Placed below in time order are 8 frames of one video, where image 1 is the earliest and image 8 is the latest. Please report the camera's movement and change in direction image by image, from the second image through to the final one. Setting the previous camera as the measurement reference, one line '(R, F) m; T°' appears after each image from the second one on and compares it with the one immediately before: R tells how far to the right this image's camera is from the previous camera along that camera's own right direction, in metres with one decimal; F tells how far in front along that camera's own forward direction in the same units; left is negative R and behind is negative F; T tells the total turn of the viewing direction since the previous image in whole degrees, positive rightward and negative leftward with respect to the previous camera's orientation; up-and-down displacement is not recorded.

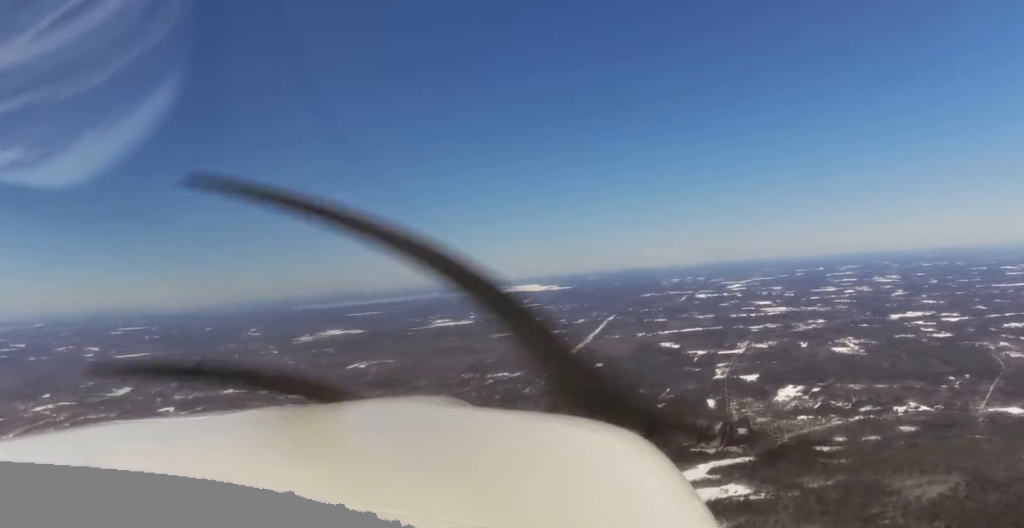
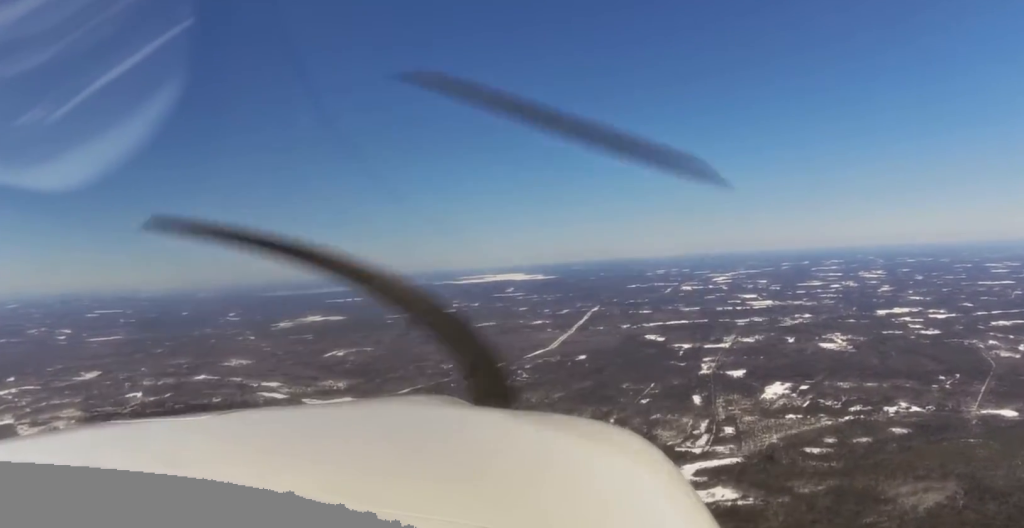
(+1.4, +141.5) m; +1°
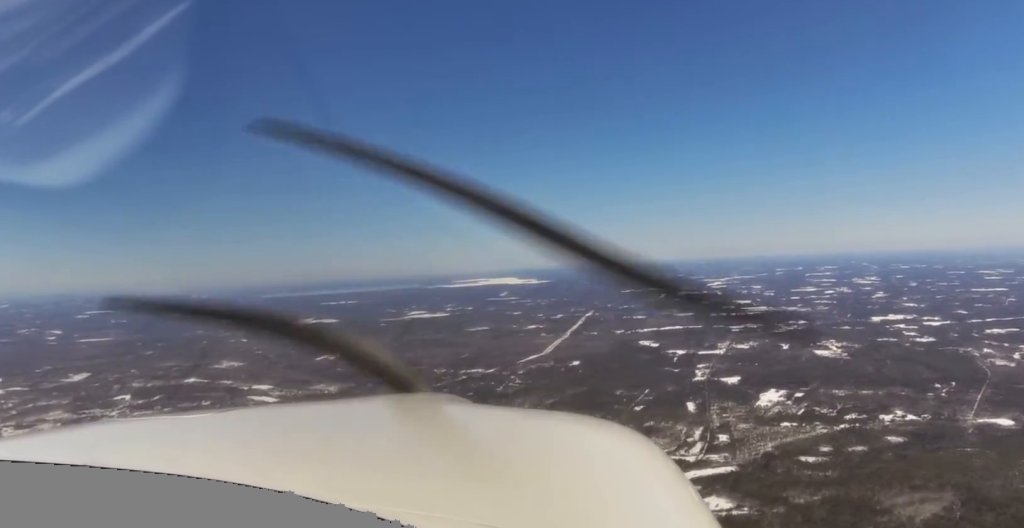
(0.0, +32.7) m; 0°
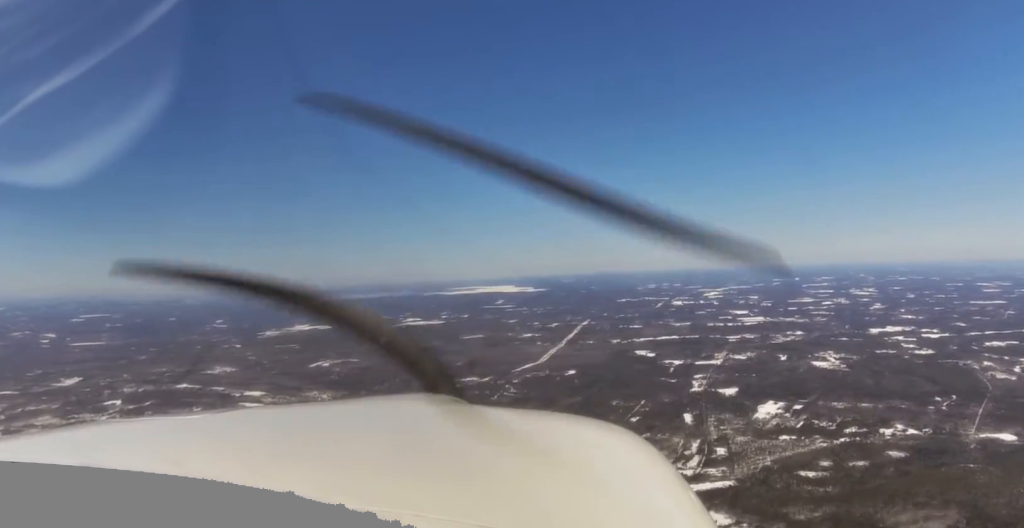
(-0.3, +54.6) m; 0°
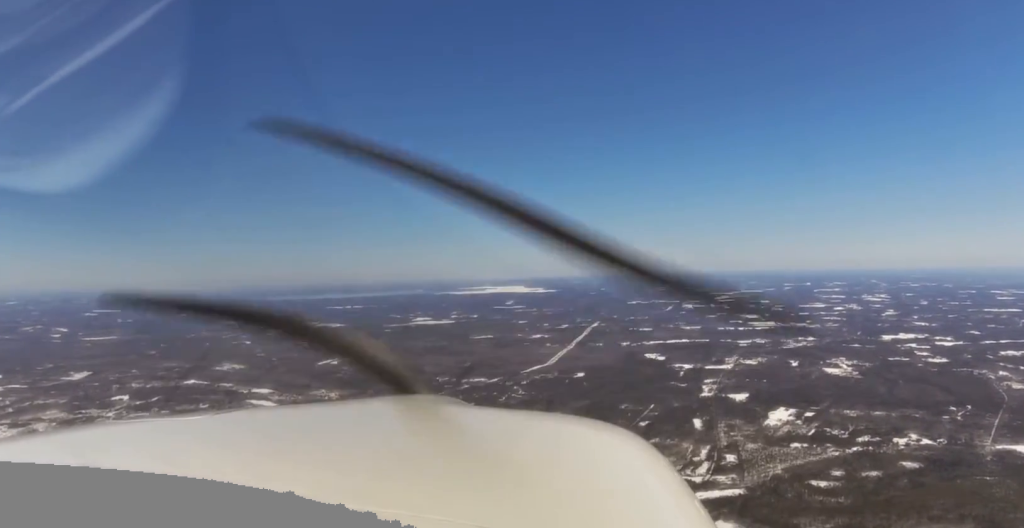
(-0.1, +50.3) m; 0°
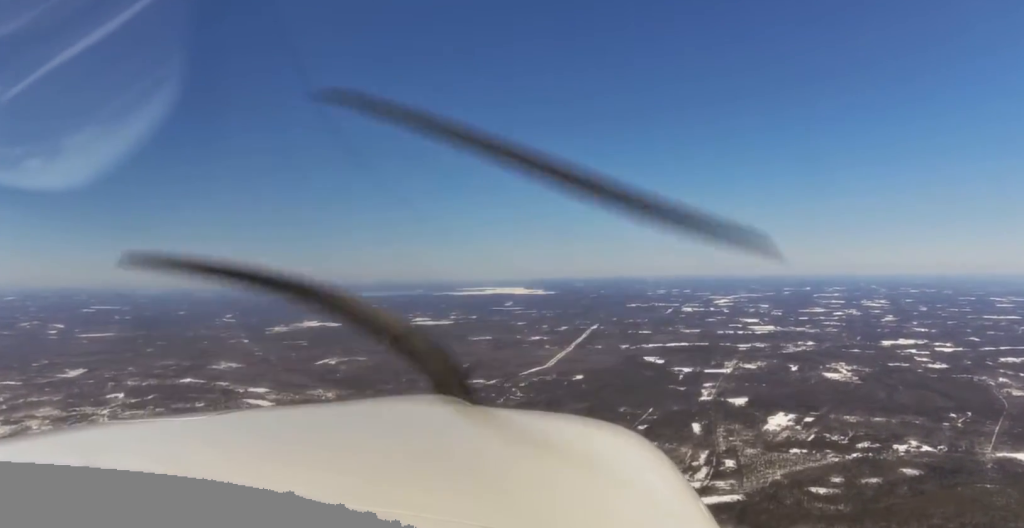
(+0.2, +26.2) m; 0°
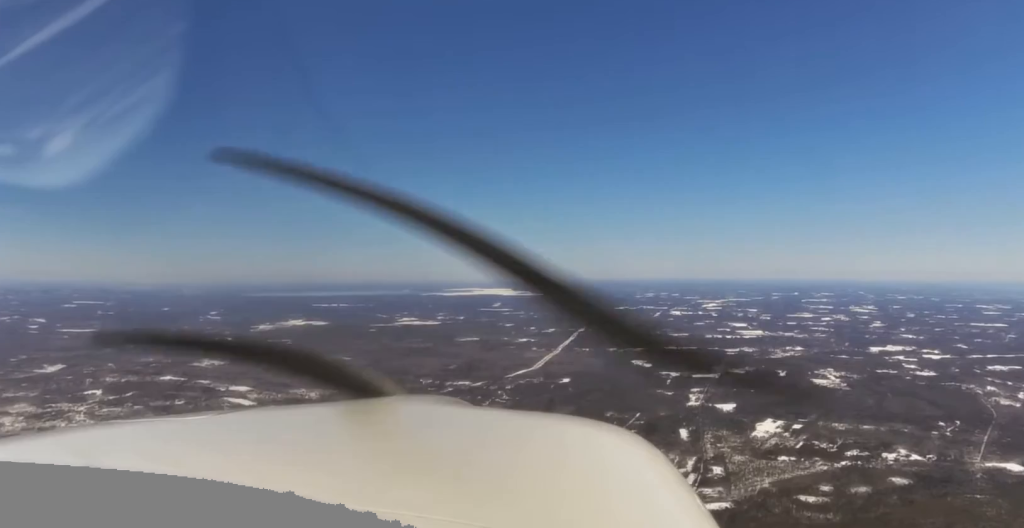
(+0.2, +52.5) m; 0°
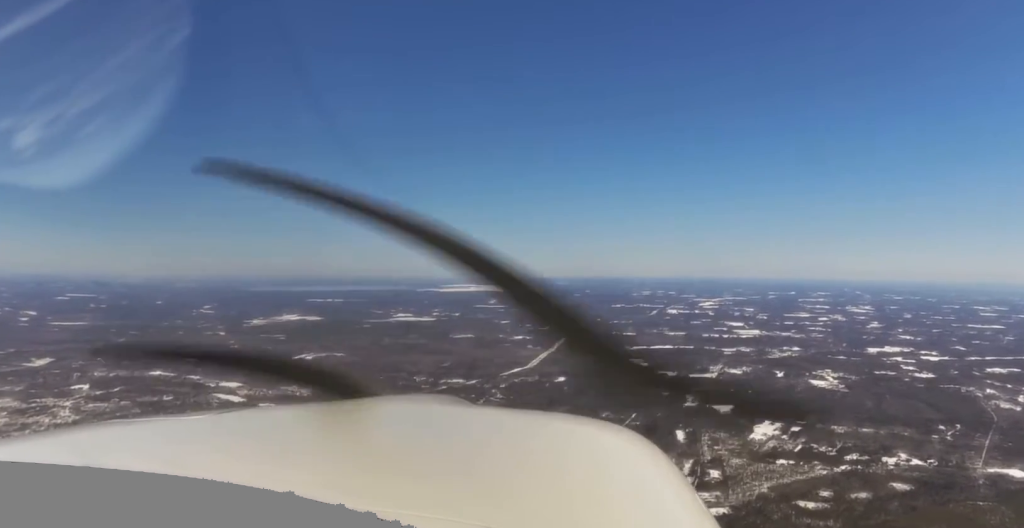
(-0.4, +74.5) m; 0°
